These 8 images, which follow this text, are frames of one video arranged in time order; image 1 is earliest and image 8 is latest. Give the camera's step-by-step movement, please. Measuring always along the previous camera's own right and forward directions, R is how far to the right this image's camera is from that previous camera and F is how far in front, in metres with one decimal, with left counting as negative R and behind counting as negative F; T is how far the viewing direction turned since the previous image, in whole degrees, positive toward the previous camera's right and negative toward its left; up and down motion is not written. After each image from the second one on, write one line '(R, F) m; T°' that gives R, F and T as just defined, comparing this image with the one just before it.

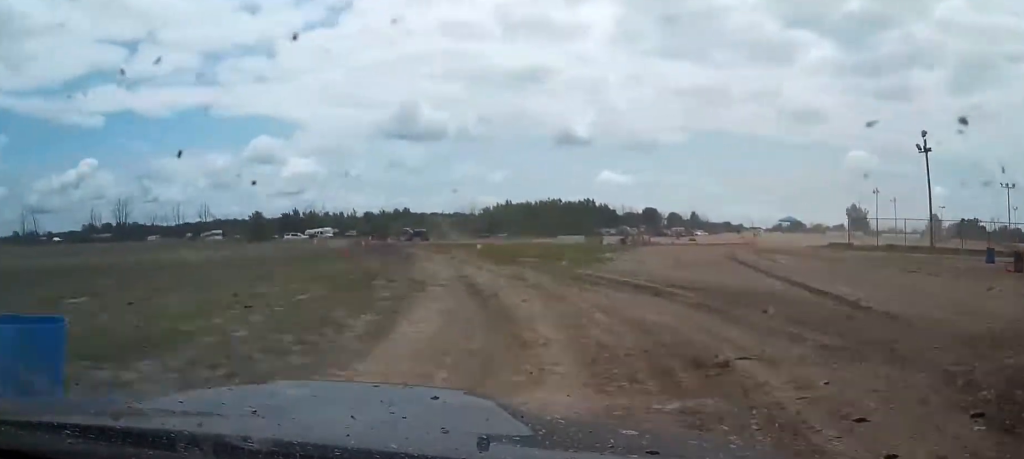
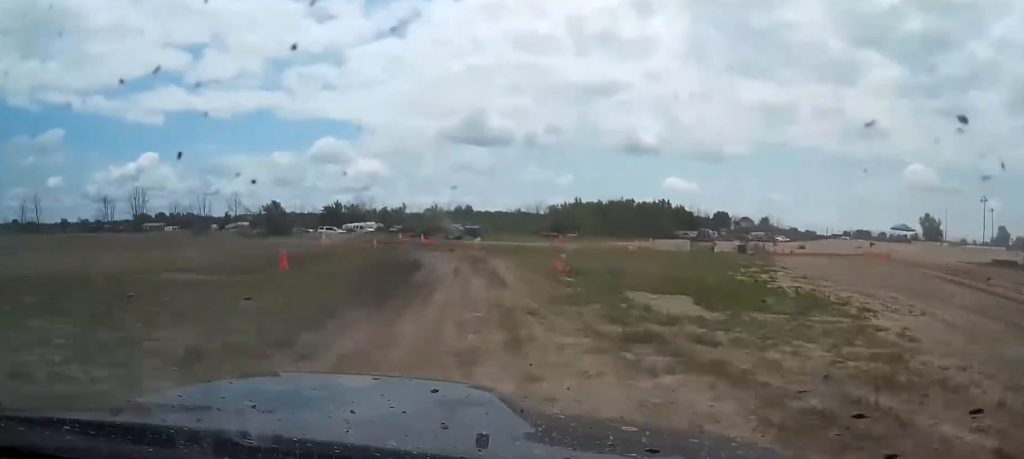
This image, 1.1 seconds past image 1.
(-2.0, +19.1) m; -9°
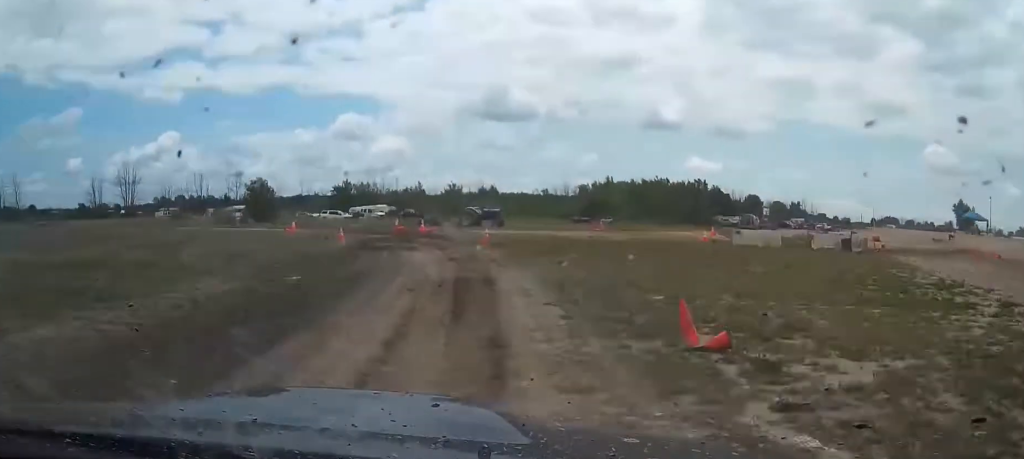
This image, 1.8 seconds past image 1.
(-0.3, +11.7) m; -3°
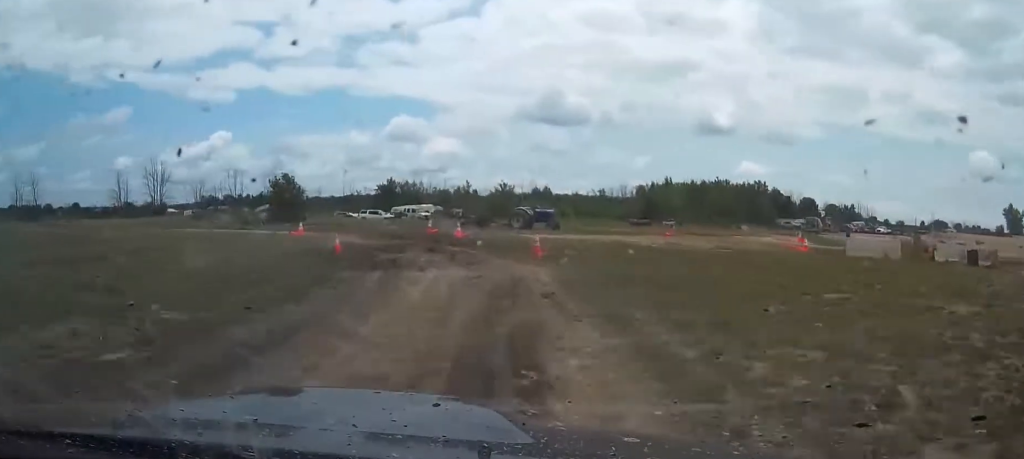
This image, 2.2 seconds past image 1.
(-0.1, +7.6) m; -2°
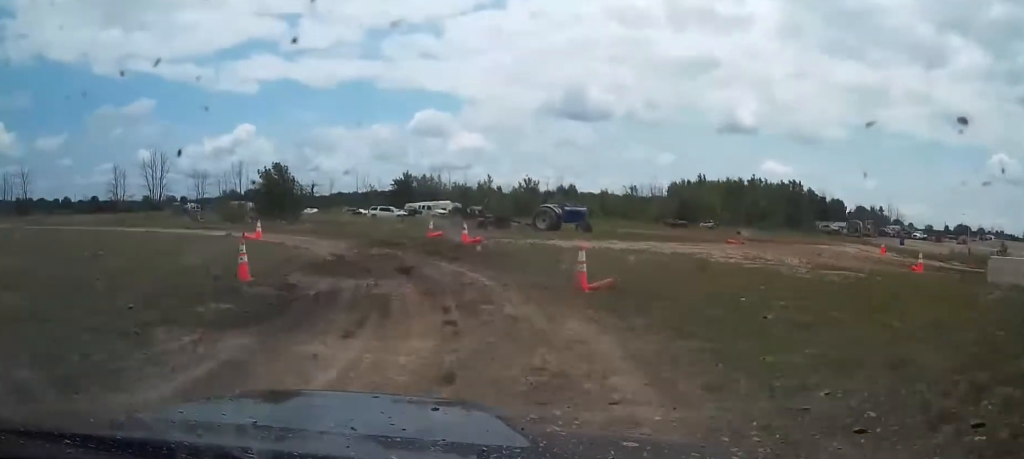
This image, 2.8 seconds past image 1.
(-0.1, +9.0) m; -3°
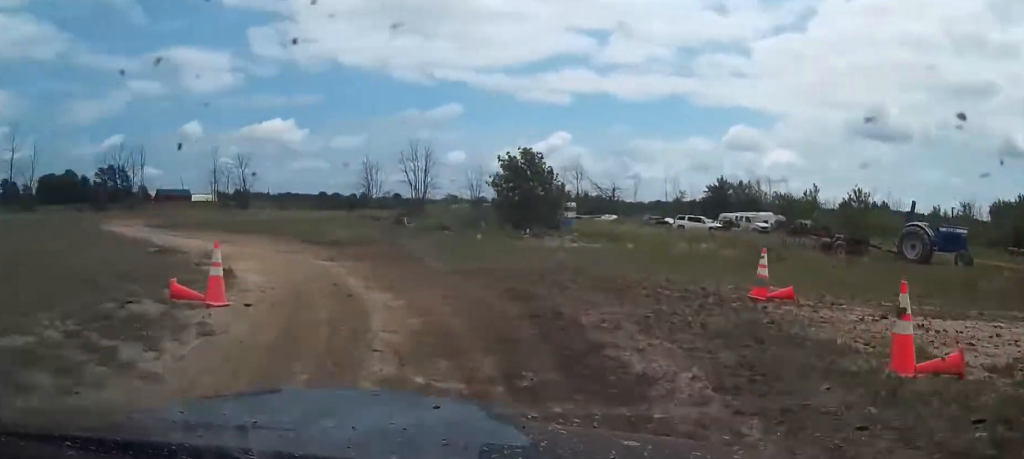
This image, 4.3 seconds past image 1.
(-3.2, +23.2) m; -25°
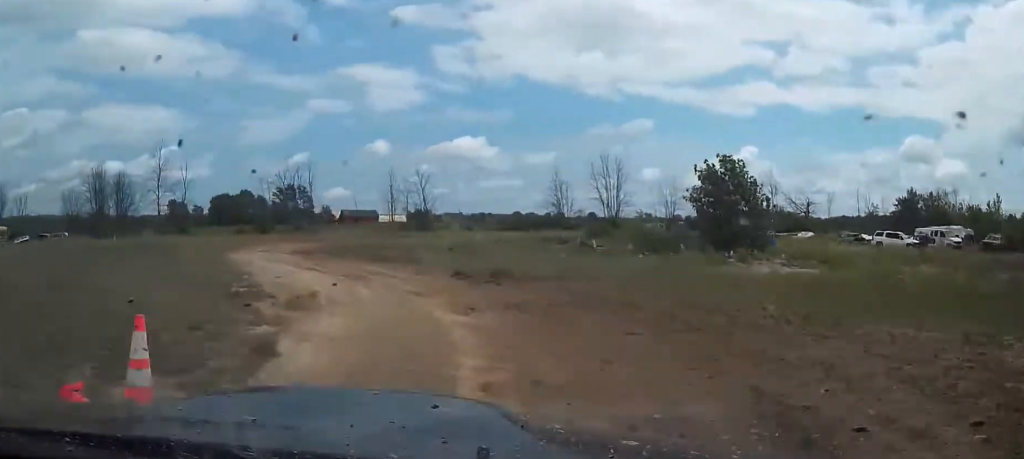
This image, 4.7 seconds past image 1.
(-0.5, +6.2) m; -10°
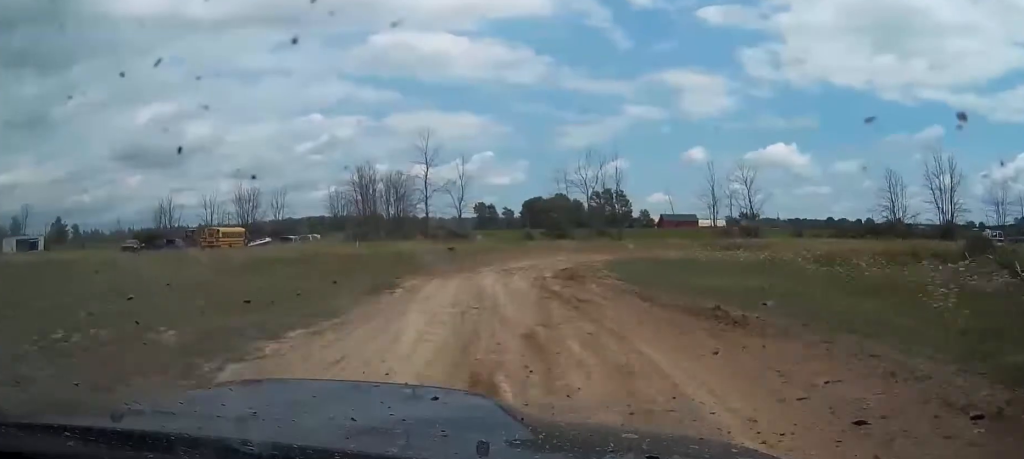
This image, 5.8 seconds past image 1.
(-3.5, +15.1) m; -19°
